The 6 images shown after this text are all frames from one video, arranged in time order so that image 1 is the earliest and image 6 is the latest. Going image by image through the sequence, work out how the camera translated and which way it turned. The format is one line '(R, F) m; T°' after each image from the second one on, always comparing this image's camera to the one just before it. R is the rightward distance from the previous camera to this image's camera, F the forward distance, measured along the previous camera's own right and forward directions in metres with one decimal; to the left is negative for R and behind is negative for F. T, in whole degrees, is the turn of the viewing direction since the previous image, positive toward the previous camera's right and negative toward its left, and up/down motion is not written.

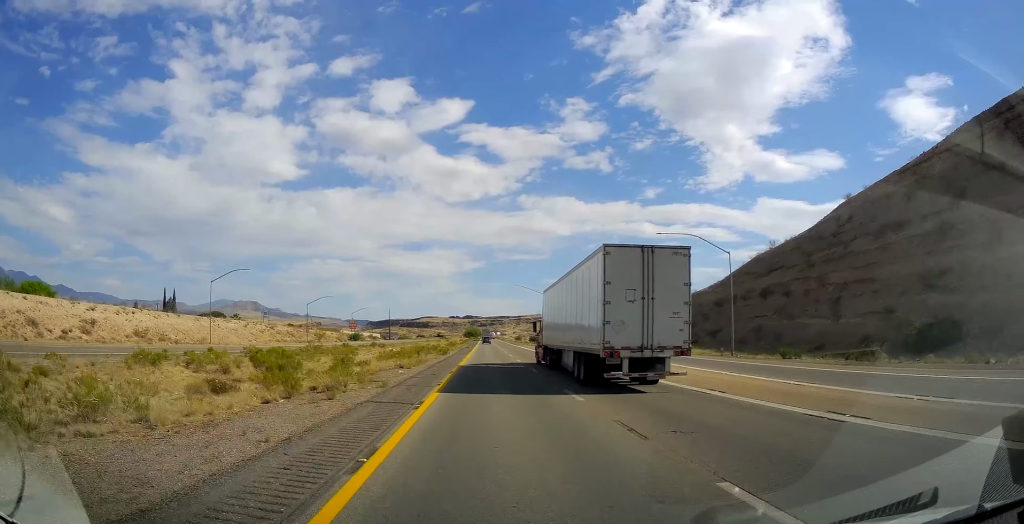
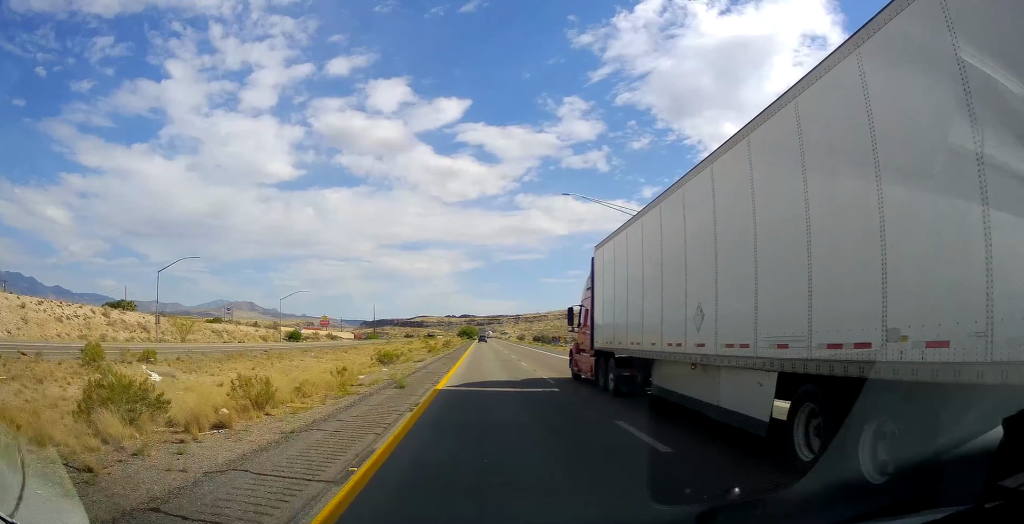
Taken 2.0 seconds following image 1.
(-1.5, +68.6) m; -1°
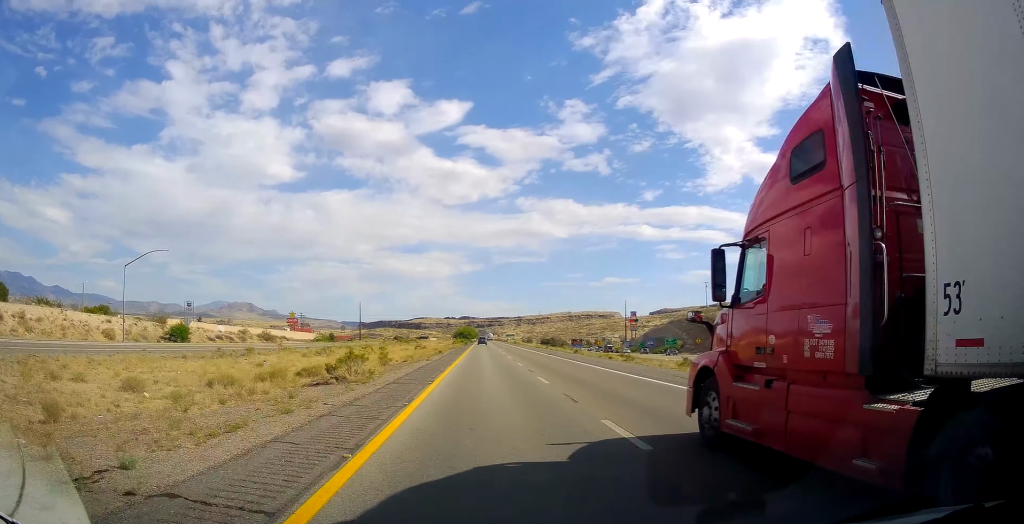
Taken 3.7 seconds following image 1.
(+0.3, +61.7) m; +1°
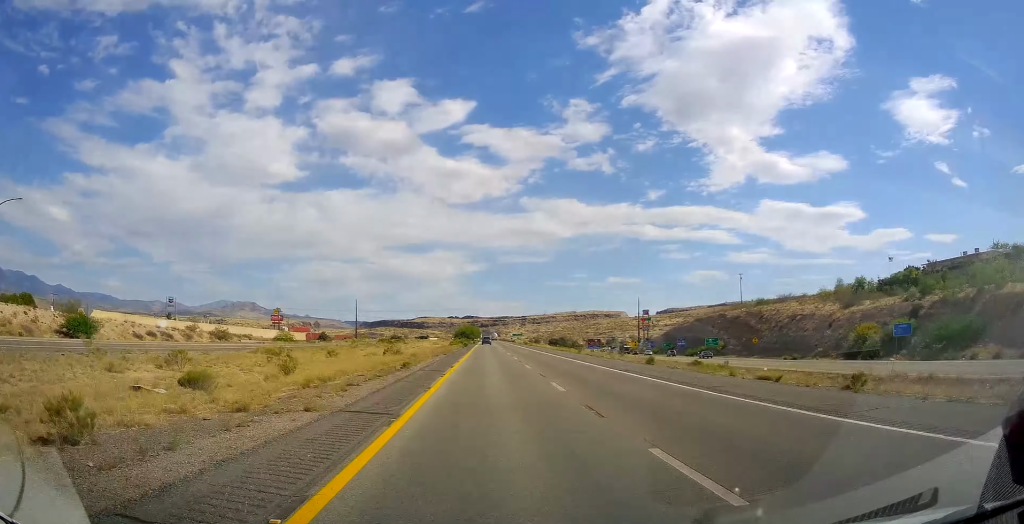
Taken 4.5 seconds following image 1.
(+0.1, +27.8) m; 0°
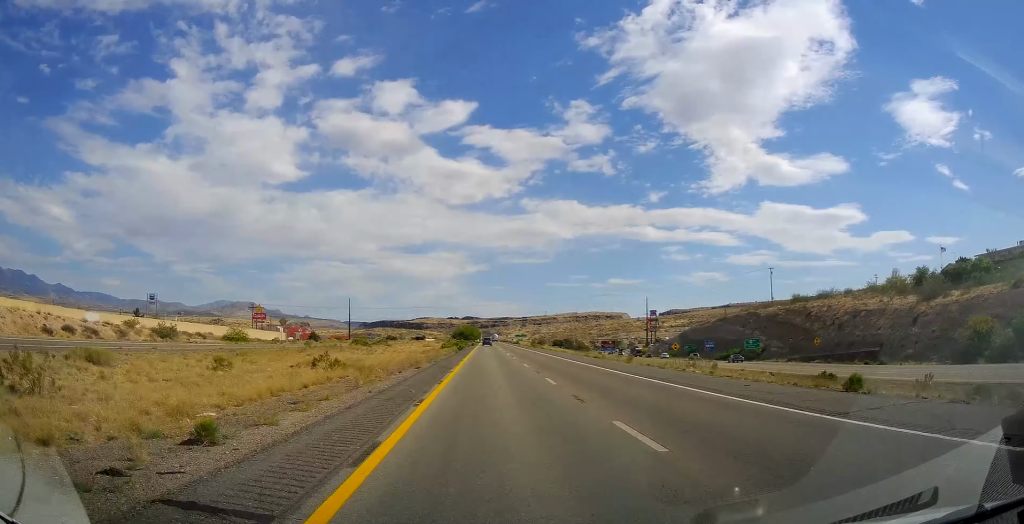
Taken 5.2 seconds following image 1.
(+0.6, +22.0) m; 0°
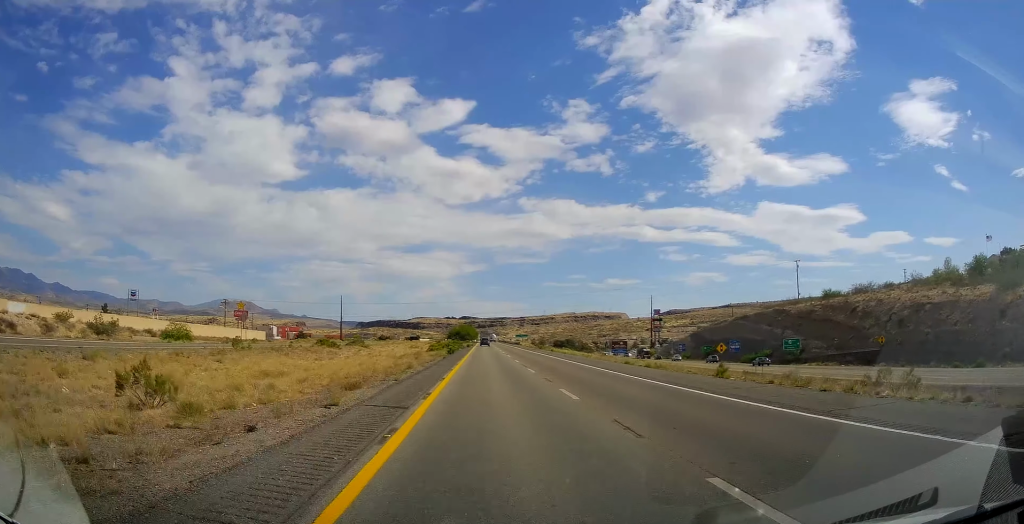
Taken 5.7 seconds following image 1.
(-0.4, +17.2) m; 0°
